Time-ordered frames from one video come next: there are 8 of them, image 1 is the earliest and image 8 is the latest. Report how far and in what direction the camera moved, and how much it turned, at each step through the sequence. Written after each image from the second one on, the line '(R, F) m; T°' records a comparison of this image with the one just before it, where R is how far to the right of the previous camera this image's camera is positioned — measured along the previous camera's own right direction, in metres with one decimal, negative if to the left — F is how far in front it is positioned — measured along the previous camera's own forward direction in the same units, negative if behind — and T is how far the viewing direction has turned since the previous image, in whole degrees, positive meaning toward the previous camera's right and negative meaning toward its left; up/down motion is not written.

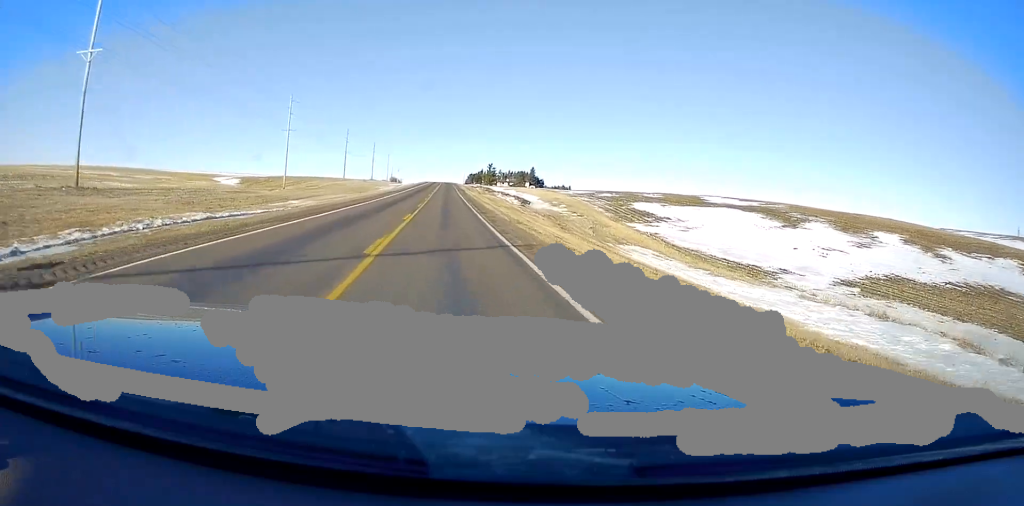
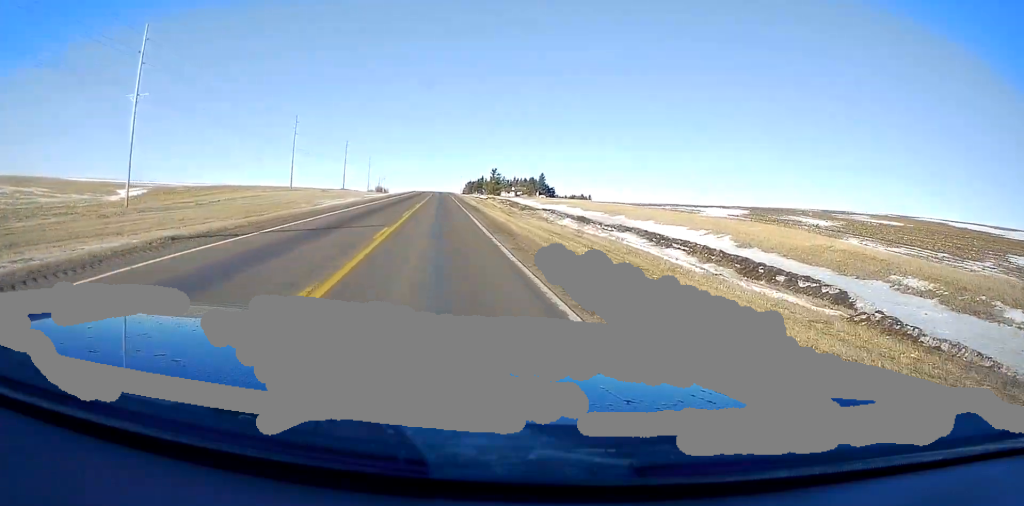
(+1.6, +56.7) m; +2°
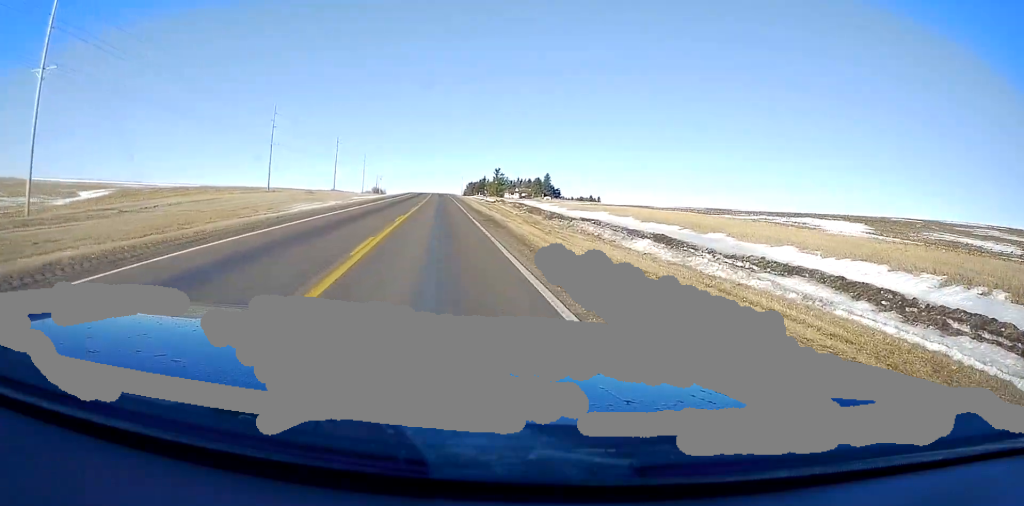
(+0.1, +16.1) m; -1°
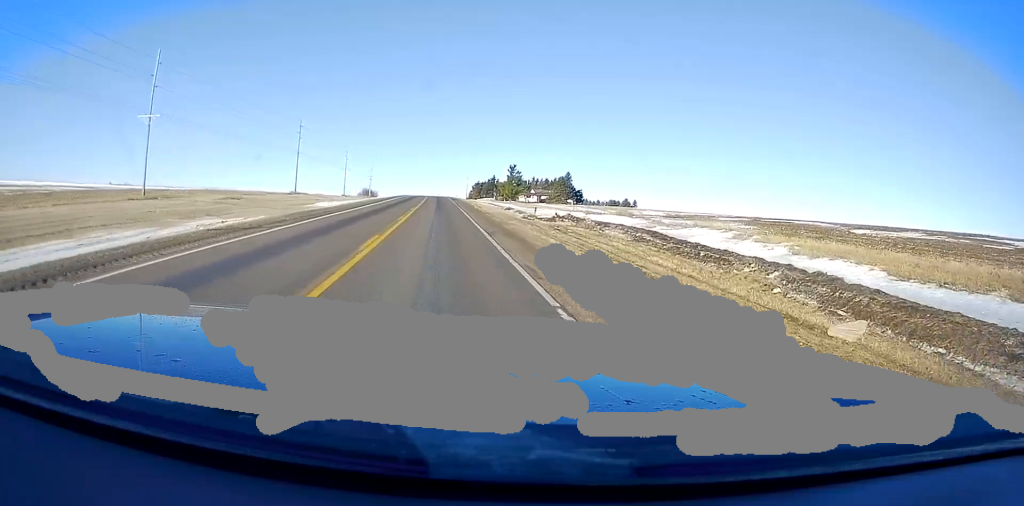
(+0.3, +47.2) m; +1°
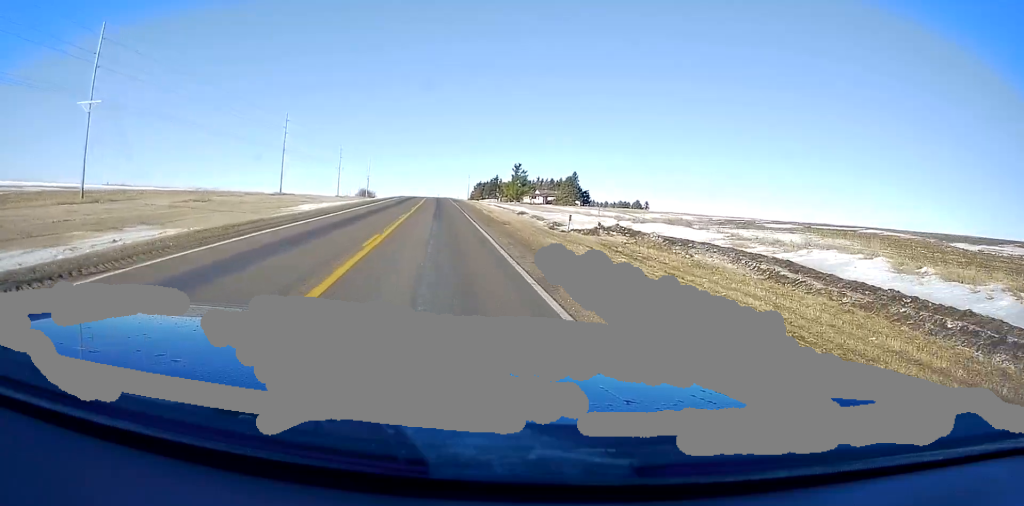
(+0.3, +12.1) m; 0°
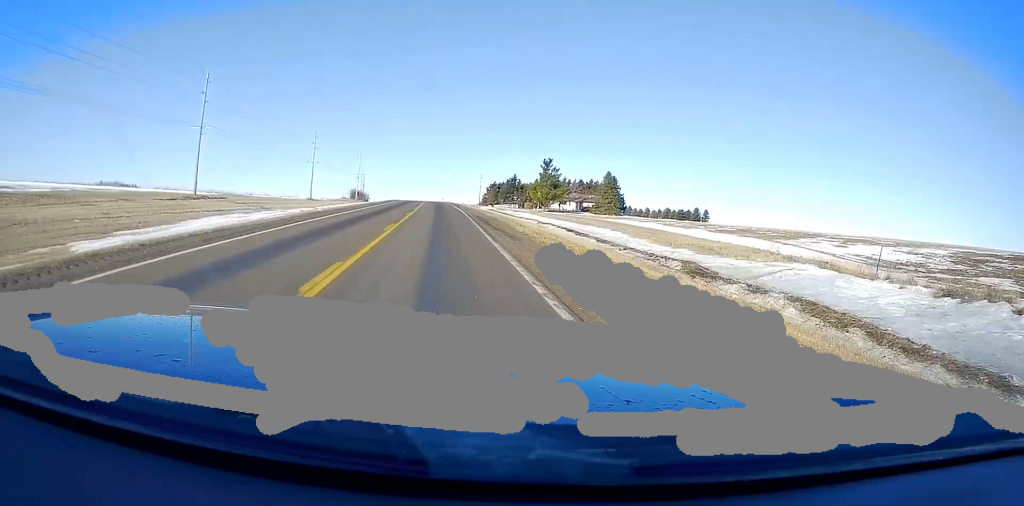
(-0.9, +43.0) m; -2°
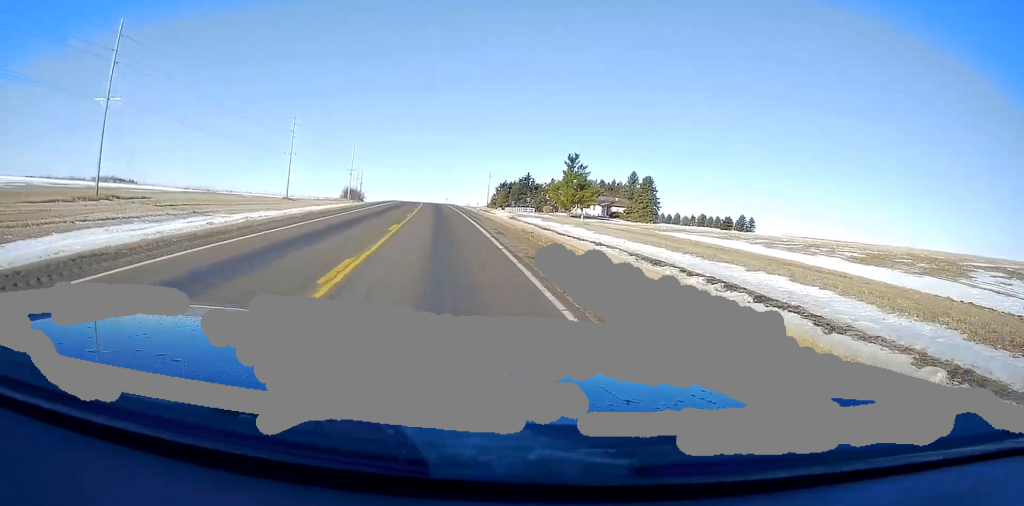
(-0.2, +23.5) m; 0°
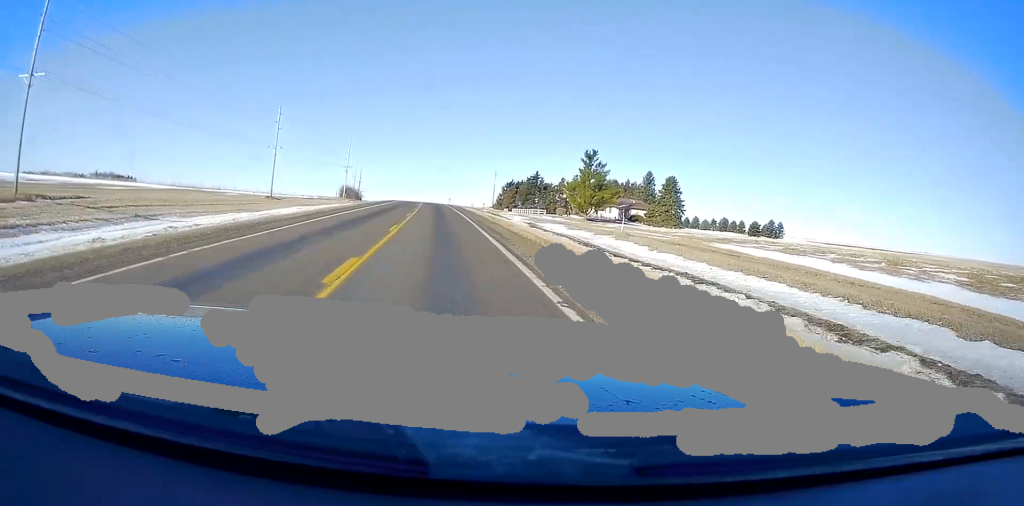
(+0.2, +12.0) m; 0°
